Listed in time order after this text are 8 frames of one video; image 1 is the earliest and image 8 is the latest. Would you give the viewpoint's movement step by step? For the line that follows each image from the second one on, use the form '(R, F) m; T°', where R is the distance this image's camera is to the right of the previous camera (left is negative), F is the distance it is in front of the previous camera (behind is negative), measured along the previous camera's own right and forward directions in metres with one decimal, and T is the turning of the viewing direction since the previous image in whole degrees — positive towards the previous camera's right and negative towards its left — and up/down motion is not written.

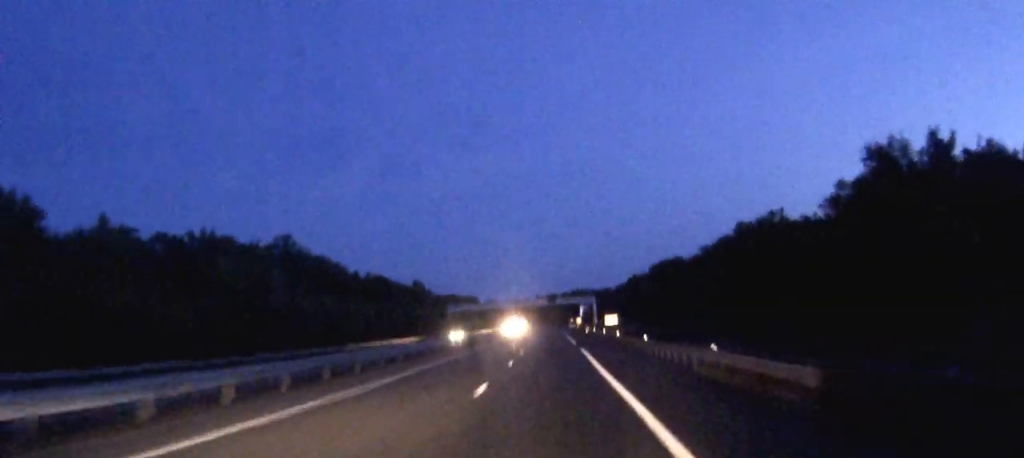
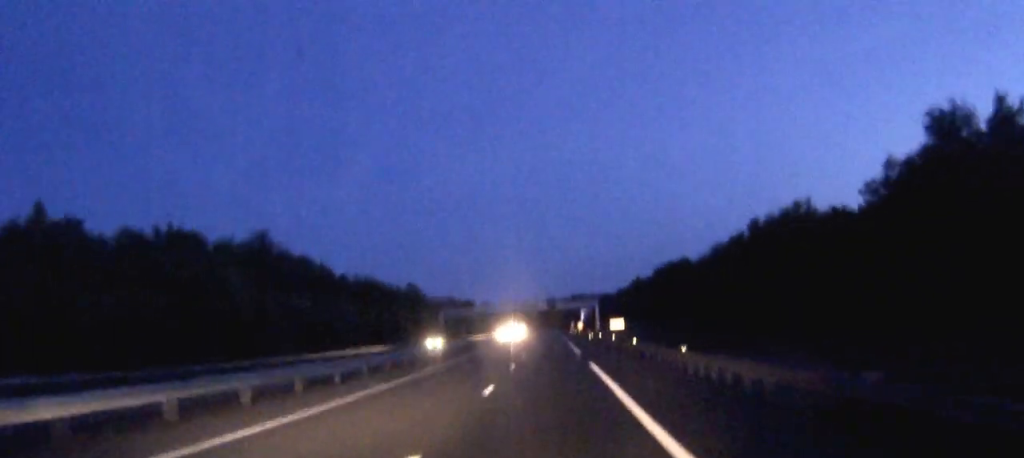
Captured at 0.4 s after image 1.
(0.0, +11.1) m; 0°
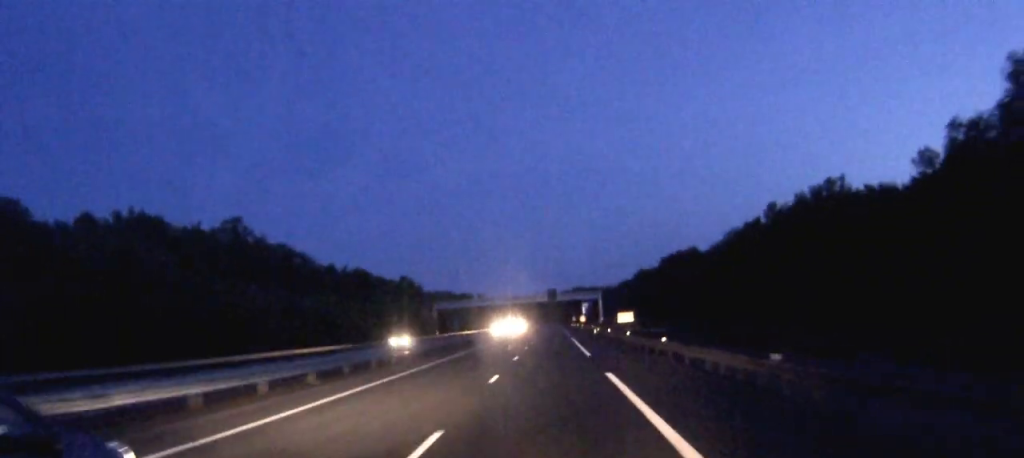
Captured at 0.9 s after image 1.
(0.0, +11.2) m; 0°
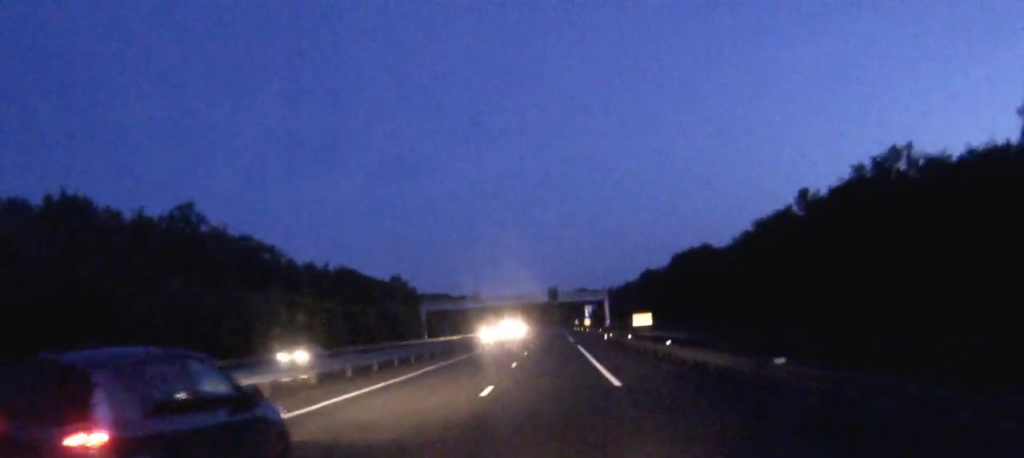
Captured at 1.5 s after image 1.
(0.0, +16.3) m; 0°
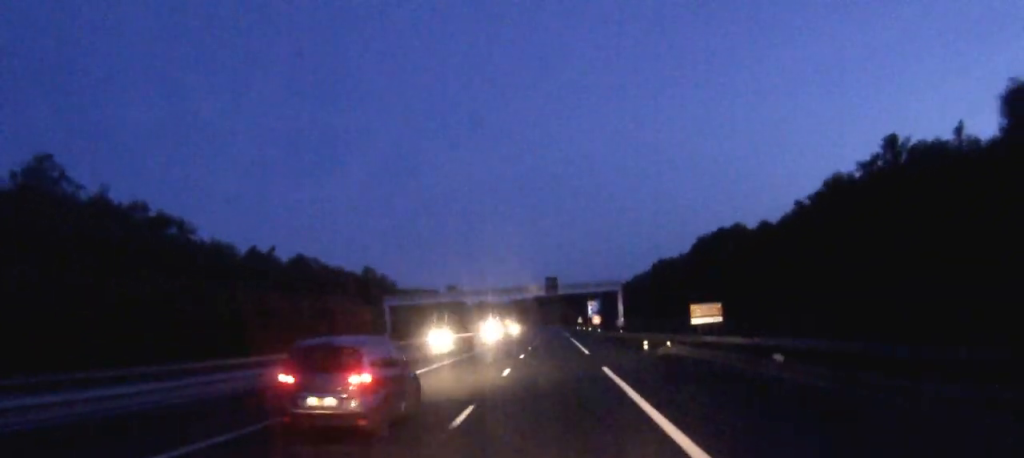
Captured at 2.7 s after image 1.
(0.0, +32.0) m; 0°
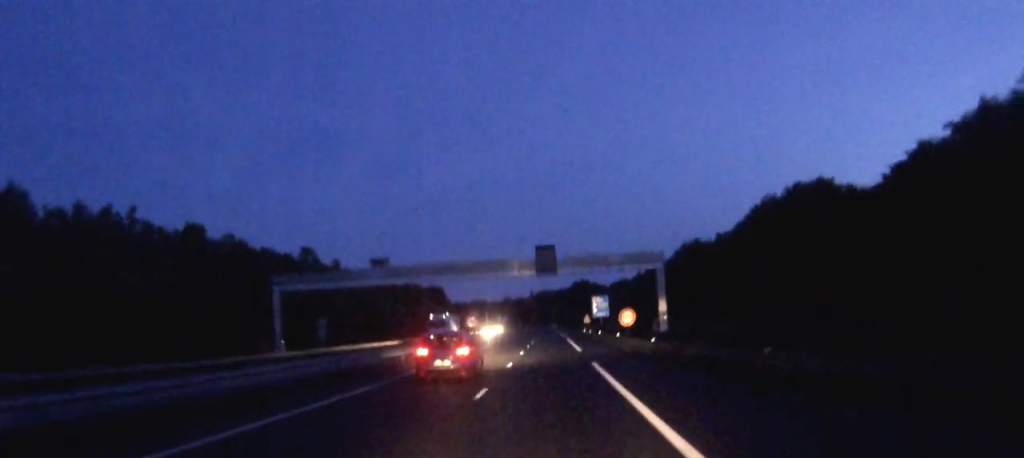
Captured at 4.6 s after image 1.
(0.0, +48.6) m; 0°
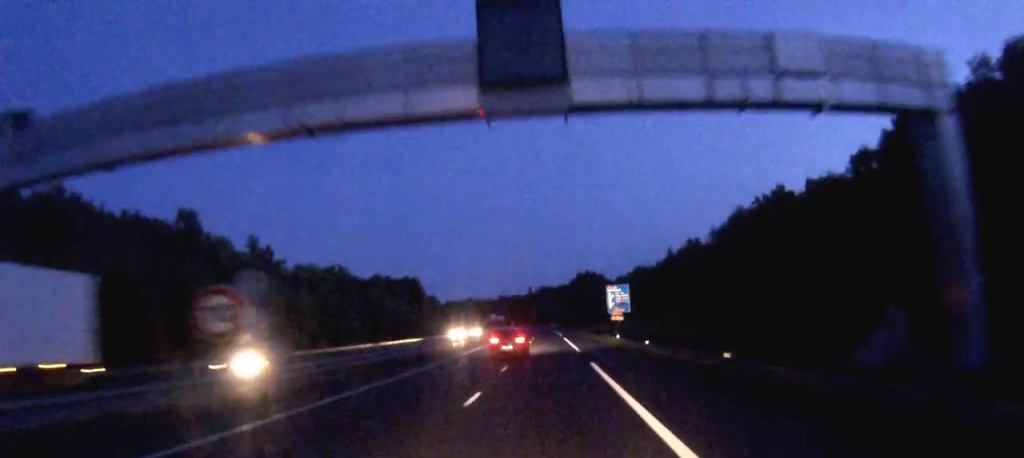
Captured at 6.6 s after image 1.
(-0.1, +51.8) m; 0°
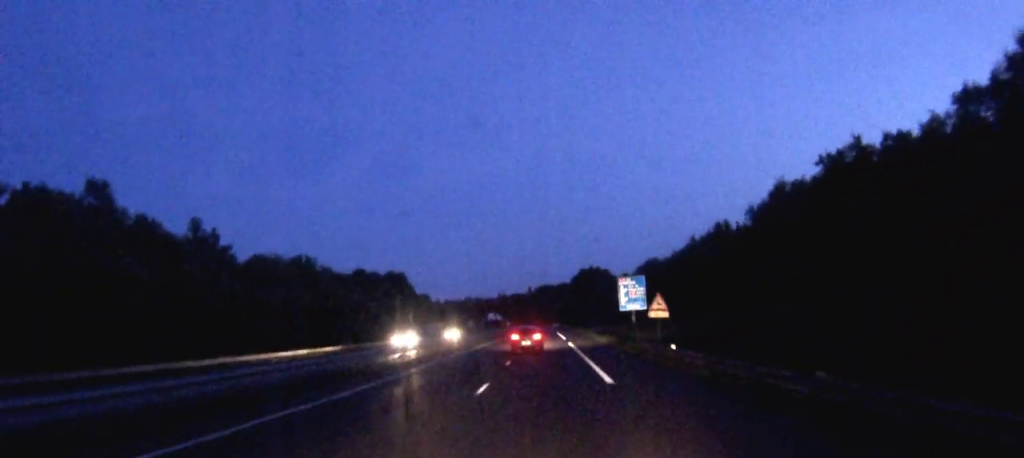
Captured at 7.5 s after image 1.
(+0.1, +19.4) m; 0°
